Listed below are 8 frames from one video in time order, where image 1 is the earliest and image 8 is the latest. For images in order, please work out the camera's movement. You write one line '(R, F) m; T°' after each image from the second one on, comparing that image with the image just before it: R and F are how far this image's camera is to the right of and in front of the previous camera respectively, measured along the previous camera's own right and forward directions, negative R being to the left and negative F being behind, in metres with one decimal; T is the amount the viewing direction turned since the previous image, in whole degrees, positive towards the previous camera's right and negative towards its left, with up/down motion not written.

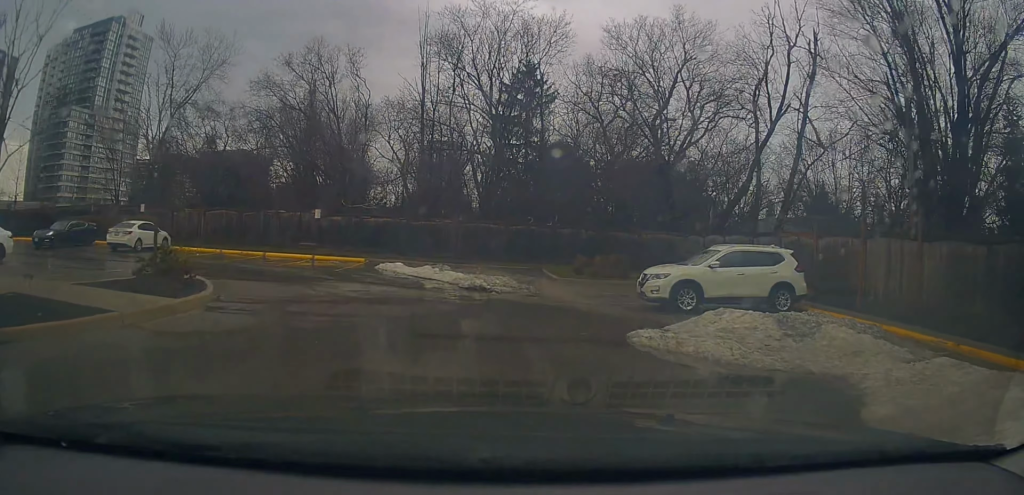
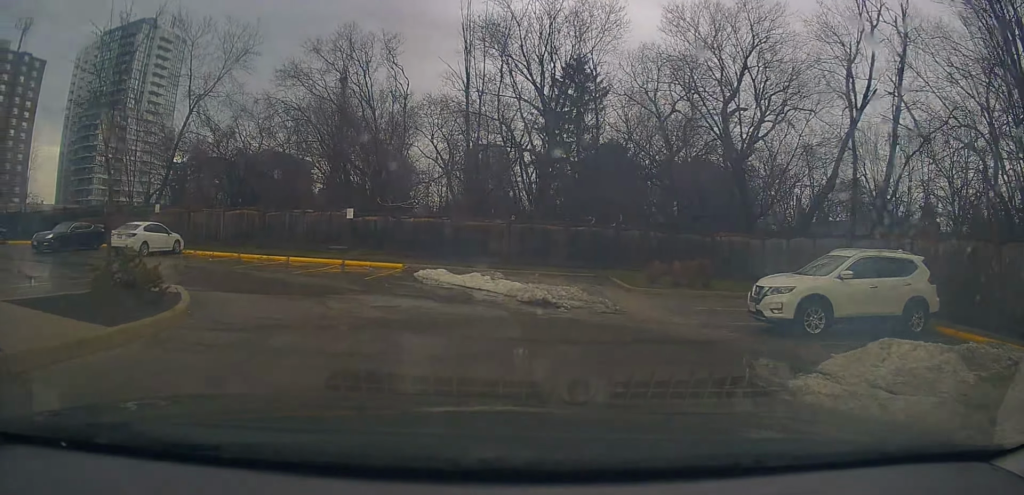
(-0.1, +3.7) m; -3°
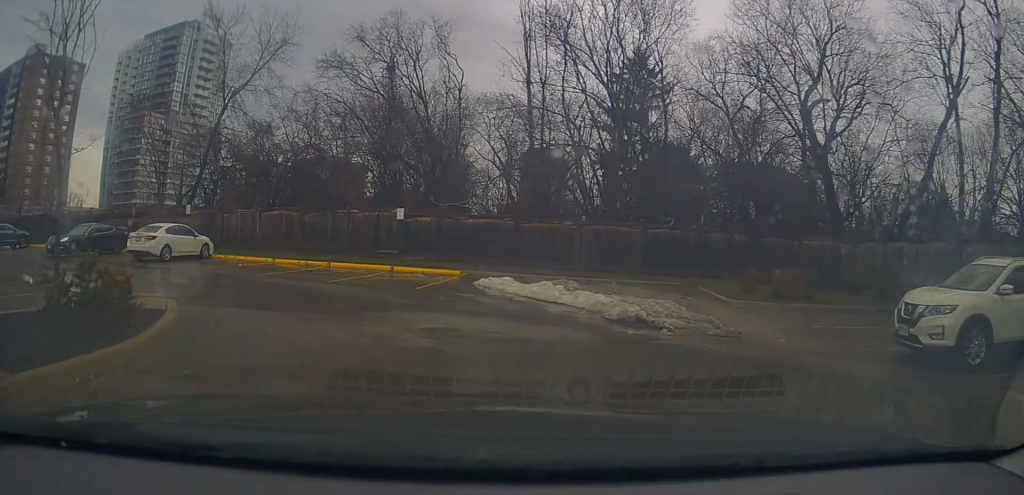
(0.0, +2.8) m; -4°
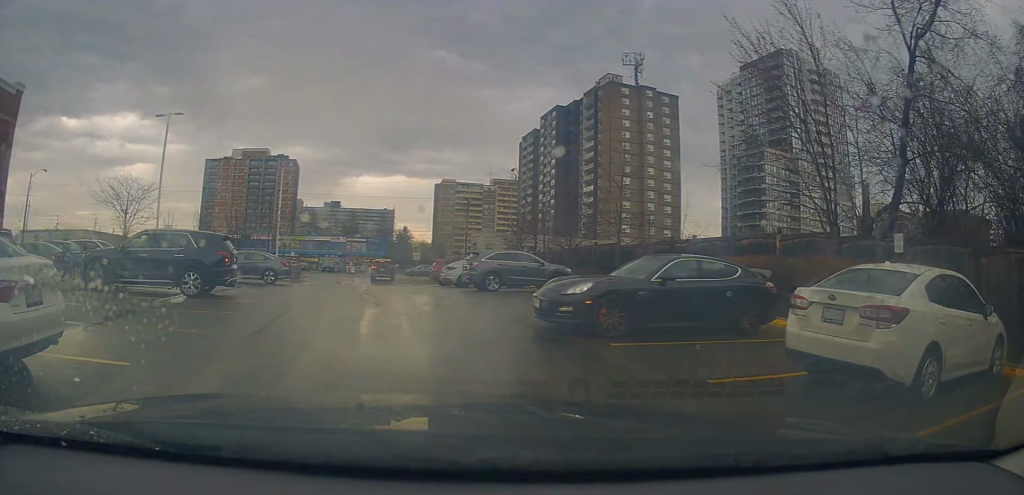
(-7.7, +13.9) m; -64°
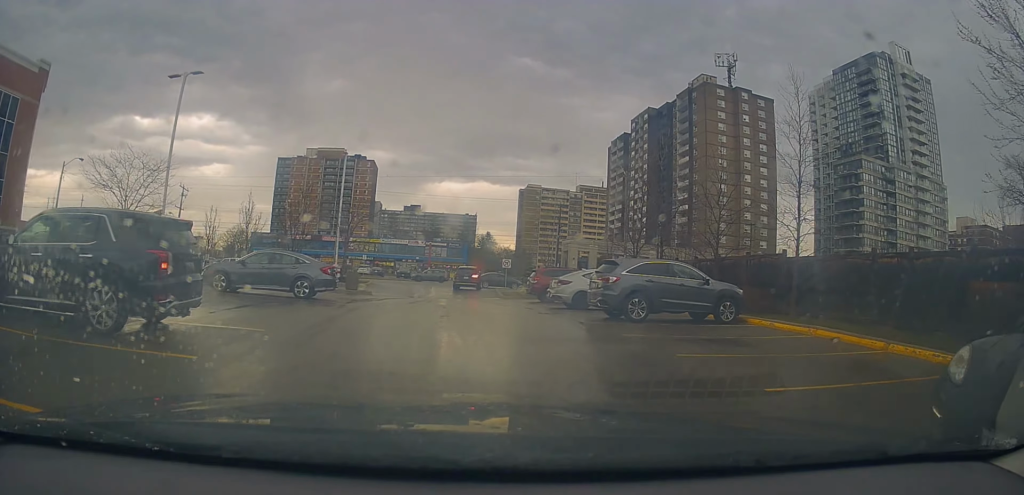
(-1.1, +7.6) m; -9°
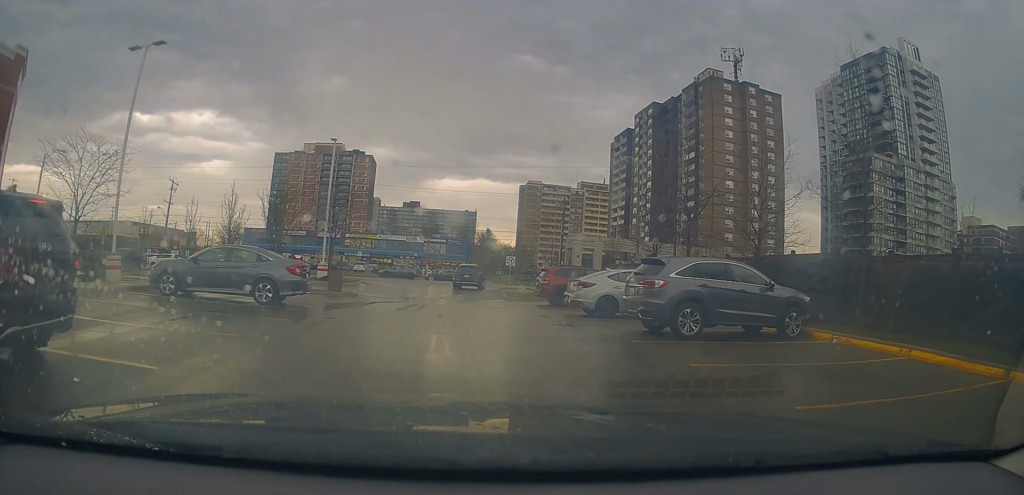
(0.0, +3.2) m; -2°
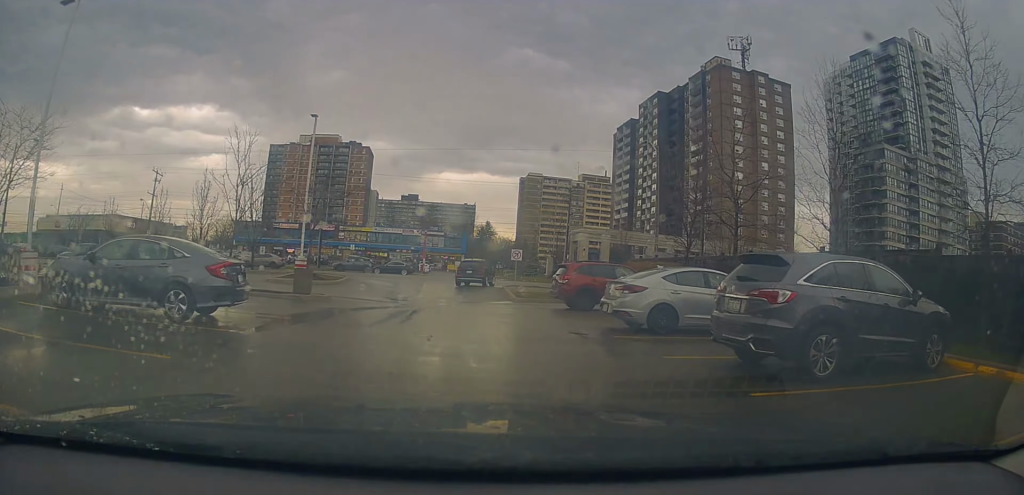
(-0.1, +4.7) m; -6°
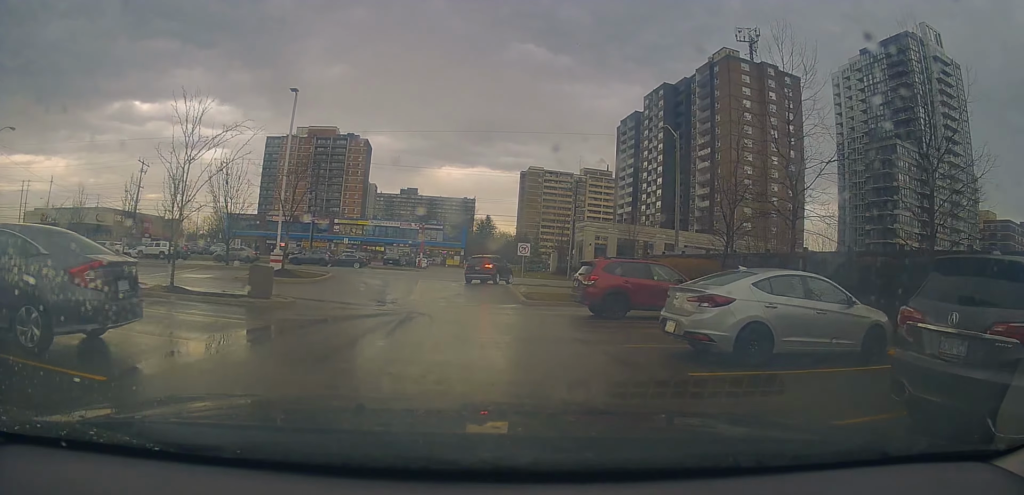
(-0.3, +3.9) m; +1°
